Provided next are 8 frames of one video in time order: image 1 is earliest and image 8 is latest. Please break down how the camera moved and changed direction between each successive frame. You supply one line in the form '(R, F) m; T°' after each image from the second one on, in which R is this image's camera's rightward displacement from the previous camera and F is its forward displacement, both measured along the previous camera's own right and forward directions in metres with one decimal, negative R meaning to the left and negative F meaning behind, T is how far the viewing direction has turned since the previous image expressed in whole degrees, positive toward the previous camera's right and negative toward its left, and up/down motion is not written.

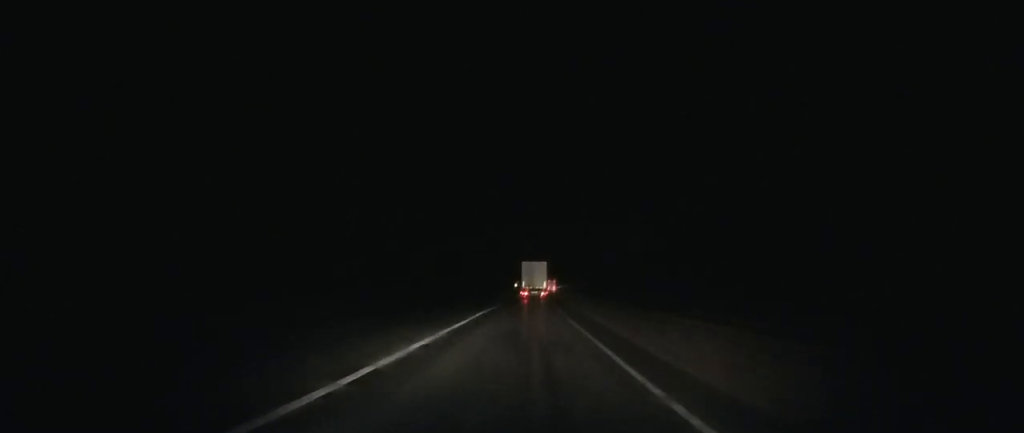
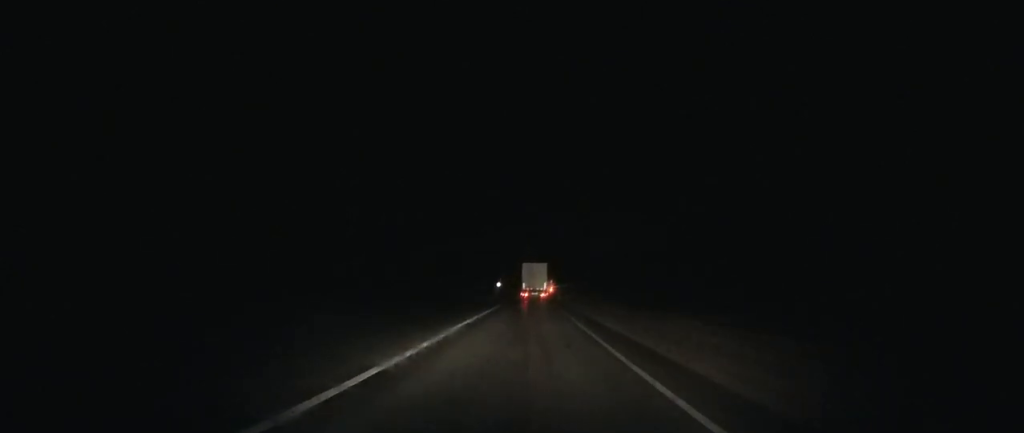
(+0.4, +49.1) m; +1°
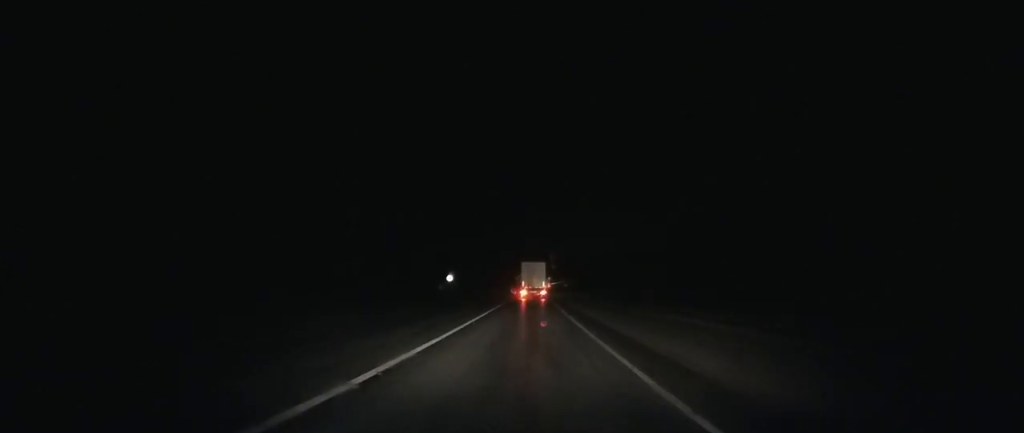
(+0.8, +67.2) m; +1°
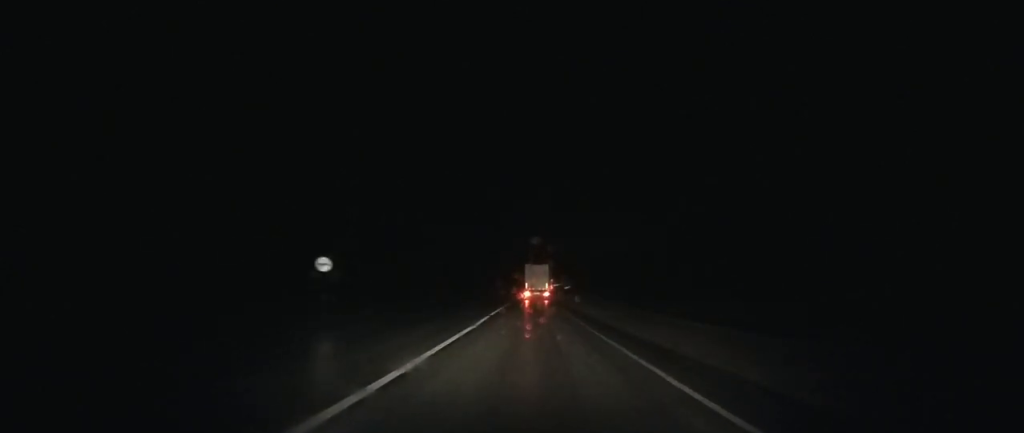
(+0.3, +43.5) m; 0°
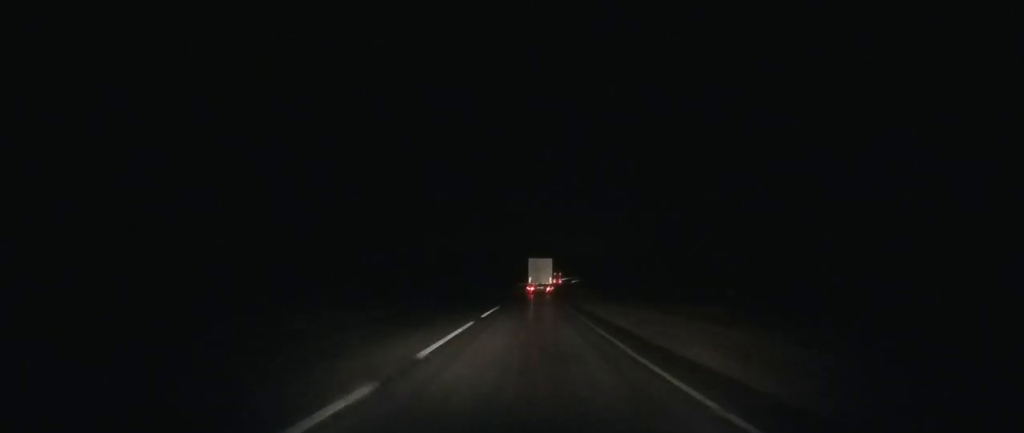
(+0.9, +104.7) m; +1°
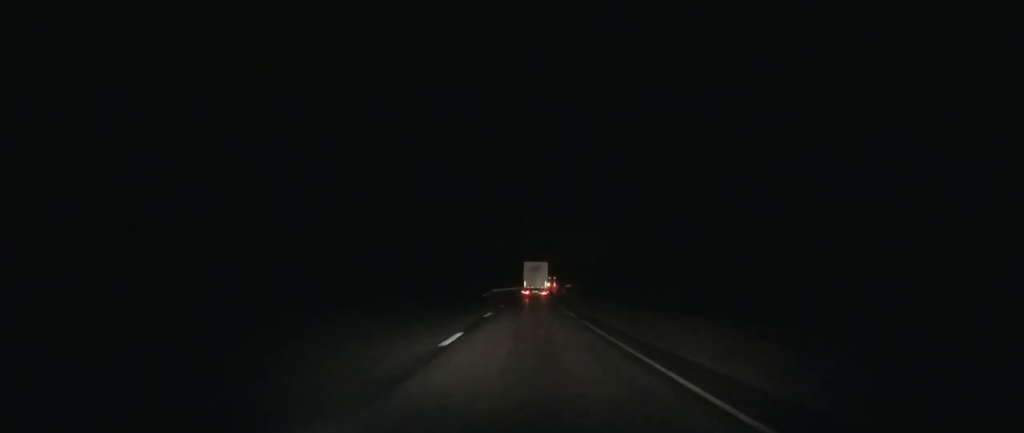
(+0.6, +53.2) m; +1°
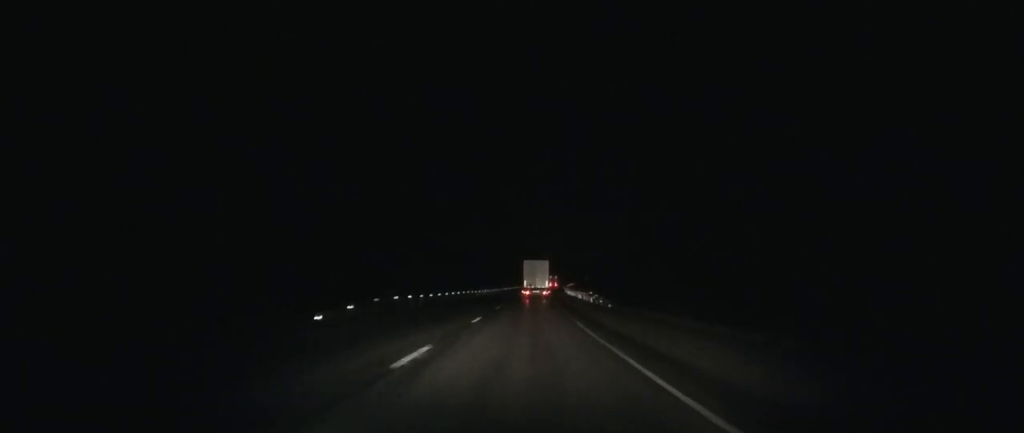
(+0.9, +76.8) m; +2°
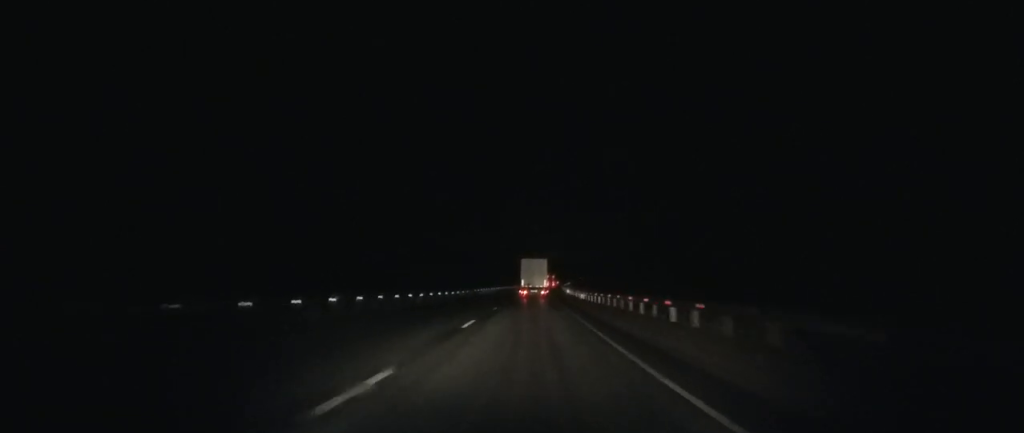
(0.0, +39.6) m; +1°
